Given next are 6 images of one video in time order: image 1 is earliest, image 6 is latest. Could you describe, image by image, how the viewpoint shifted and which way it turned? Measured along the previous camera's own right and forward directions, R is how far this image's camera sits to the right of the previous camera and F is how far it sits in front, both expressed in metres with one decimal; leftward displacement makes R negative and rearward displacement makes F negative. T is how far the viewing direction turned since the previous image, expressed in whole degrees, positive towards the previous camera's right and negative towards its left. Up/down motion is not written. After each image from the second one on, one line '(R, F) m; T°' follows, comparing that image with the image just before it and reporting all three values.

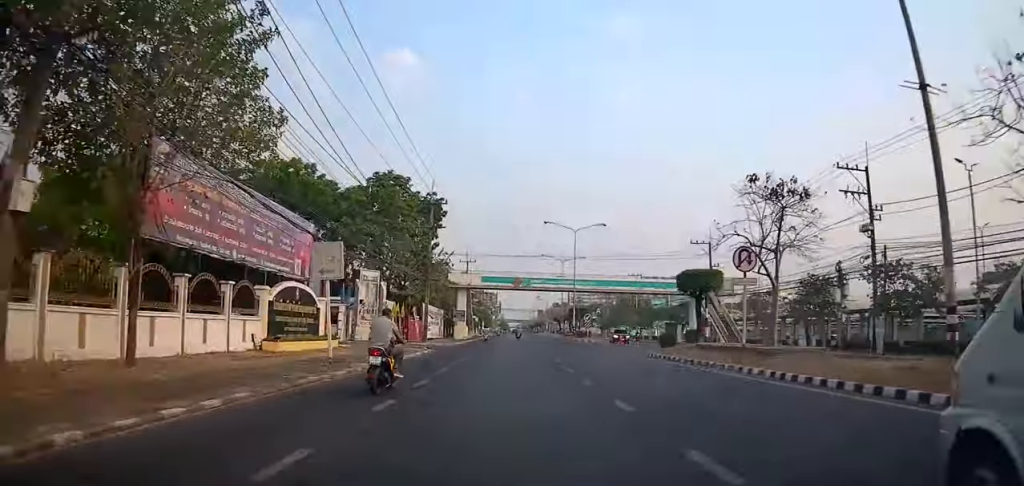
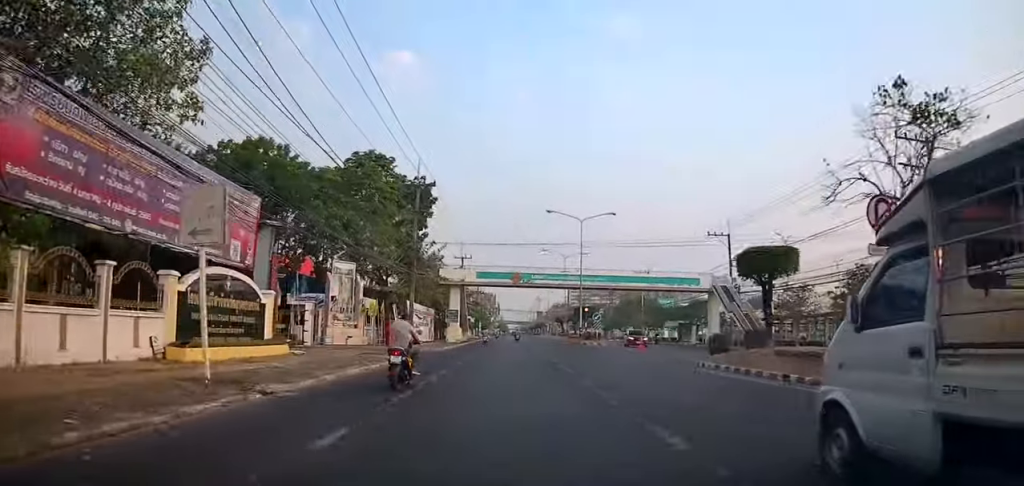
(+0.4, +6.7) m; 0°
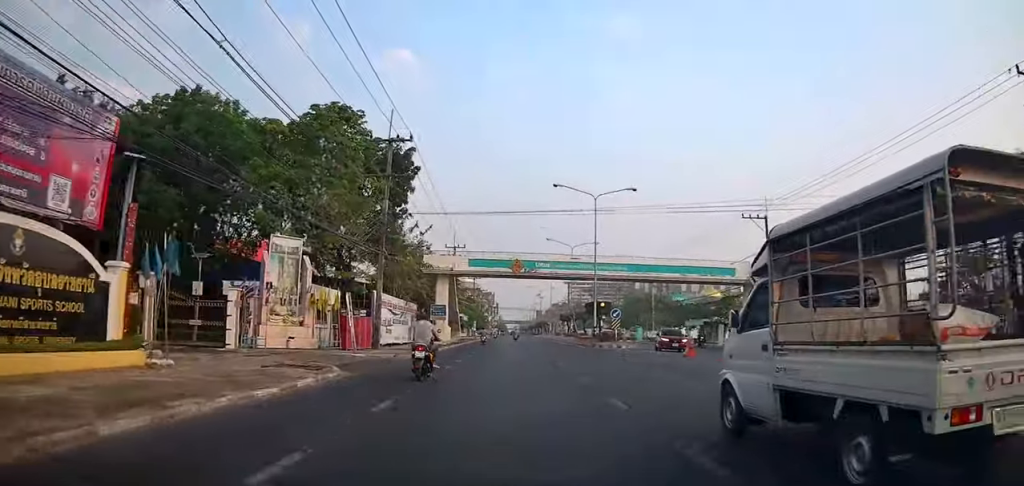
(+0.1, +9.9) m; -1°
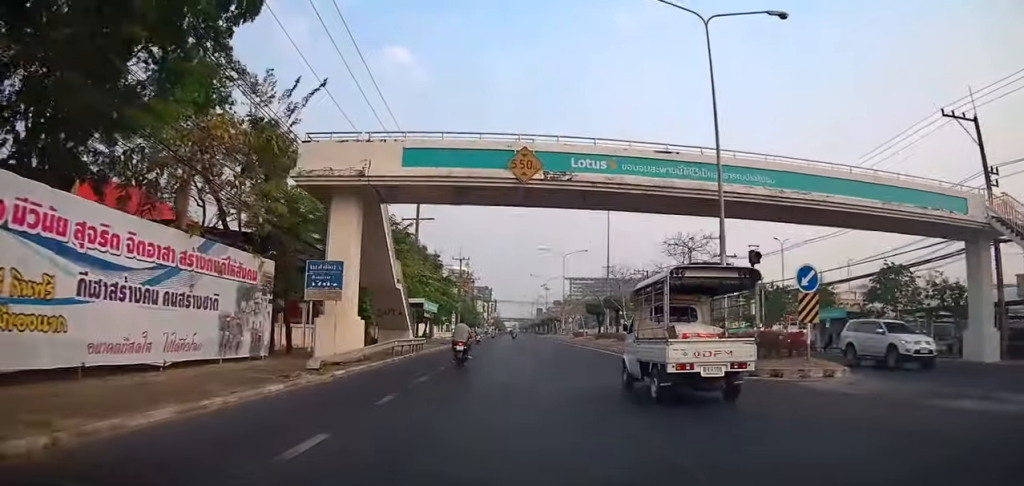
(-0.9, +27.7) m; +1°
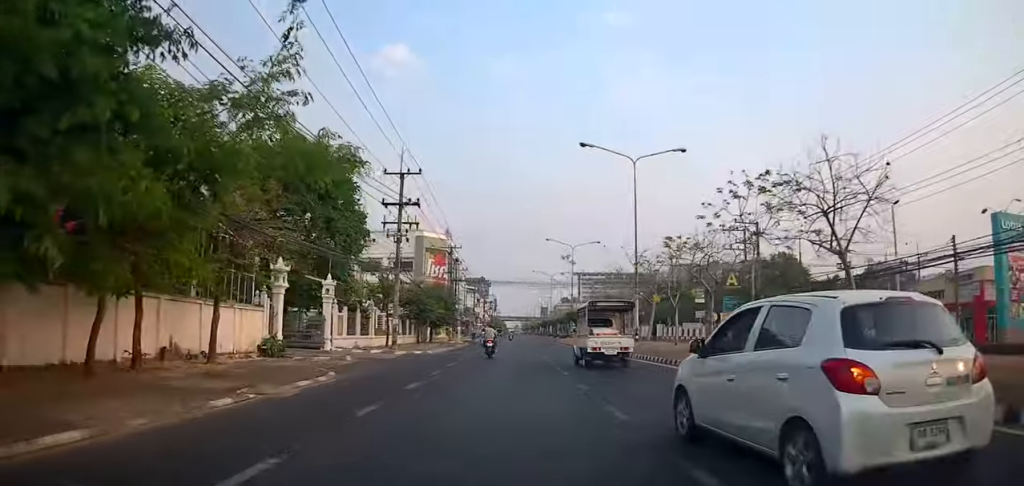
(0.0, +46.7) m; -4°
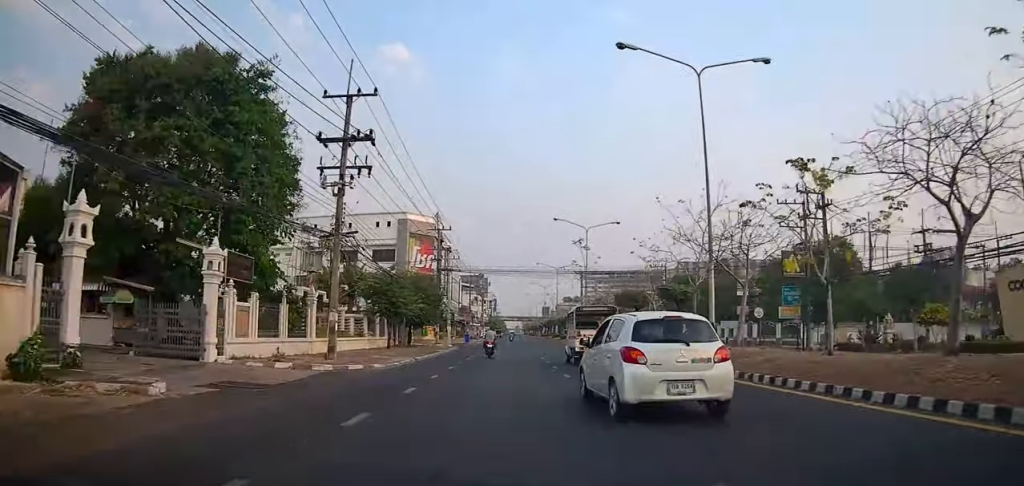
(0.0, +13.3) m; +1°
